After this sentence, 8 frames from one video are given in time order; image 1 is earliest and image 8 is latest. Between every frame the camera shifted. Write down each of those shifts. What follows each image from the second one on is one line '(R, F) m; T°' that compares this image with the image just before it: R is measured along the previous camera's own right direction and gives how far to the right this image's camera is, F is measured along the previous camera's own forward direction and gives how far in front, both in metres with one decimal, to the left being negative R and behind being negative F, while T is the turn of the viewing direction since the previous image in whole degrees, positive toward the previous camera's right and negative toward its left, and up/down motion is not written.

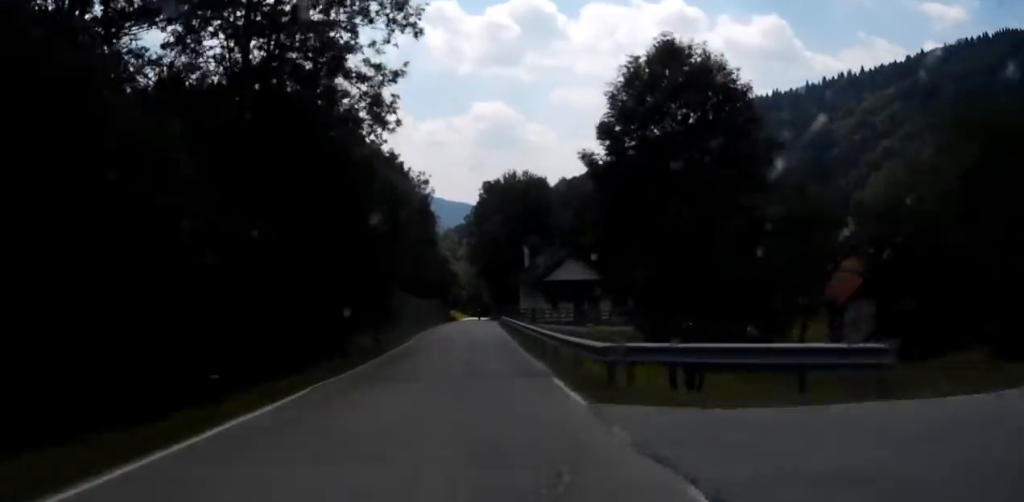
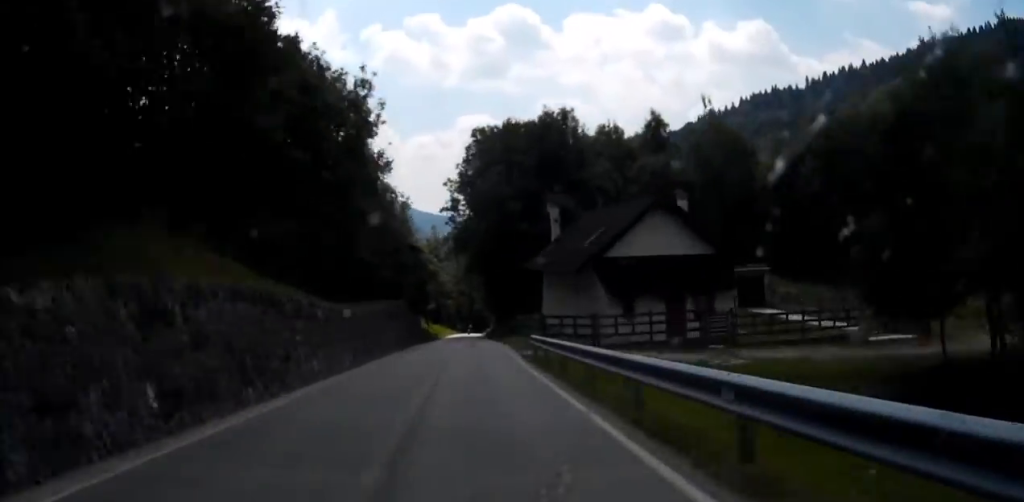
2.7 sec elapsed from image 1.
(+0.1, +38.3) m; 0°
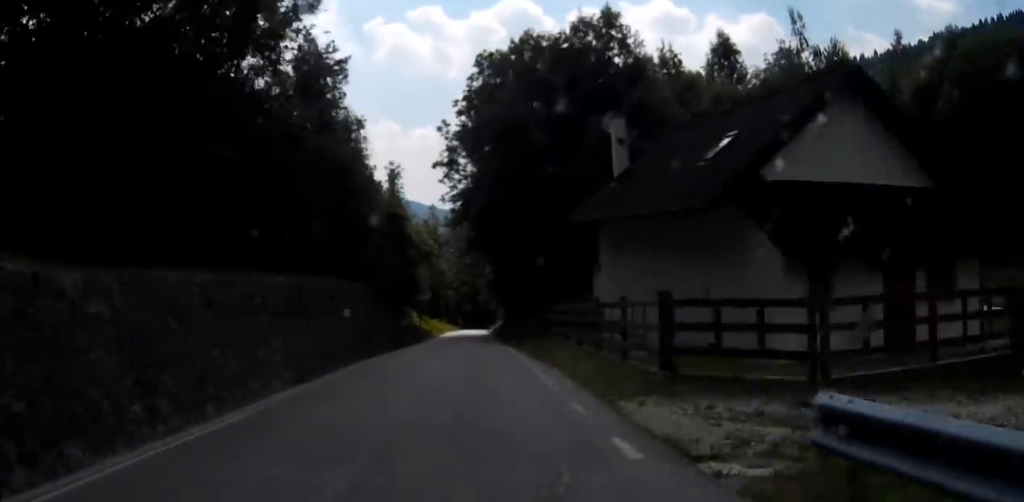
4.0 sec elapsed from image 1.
(0.0, +20.2) m; 0°
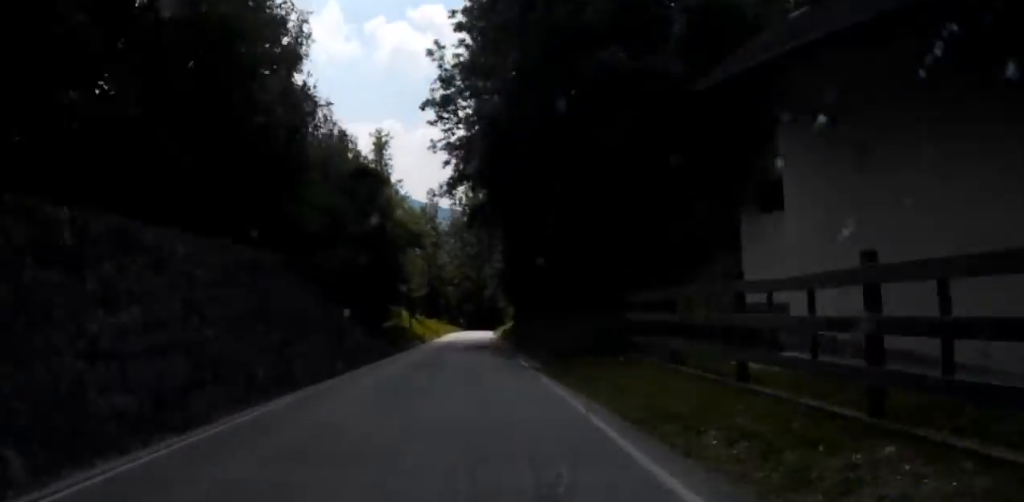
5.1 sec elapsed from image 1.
(0.0, +16.3) m; 0°
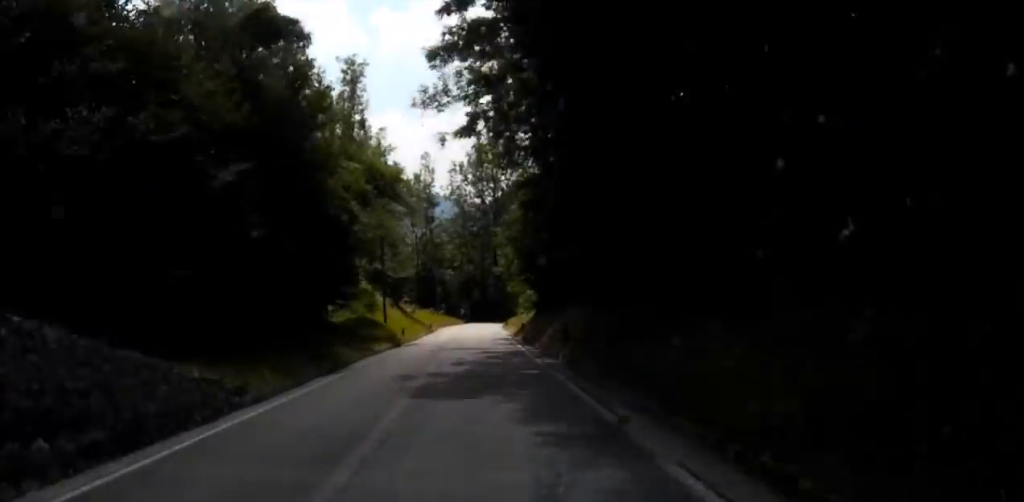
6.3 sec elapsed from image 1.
(-0.1, +19.4) m; 0°
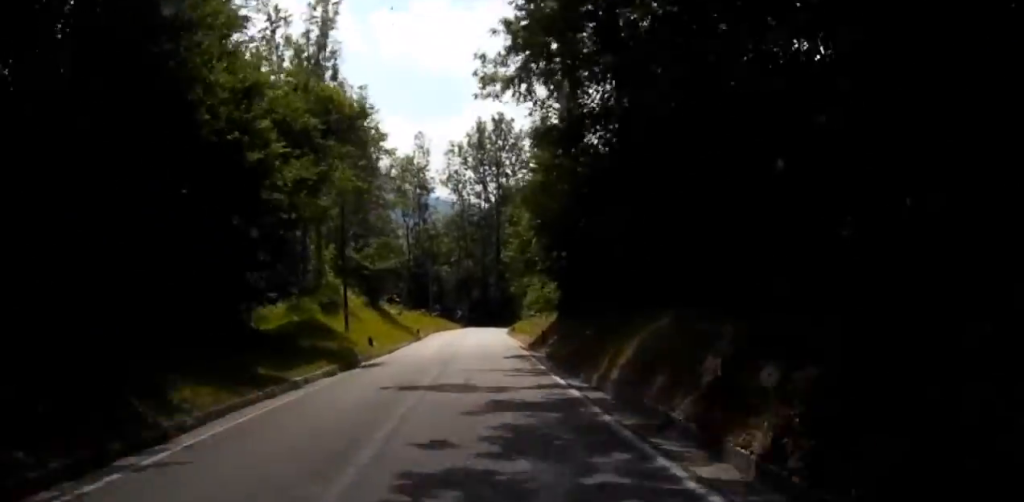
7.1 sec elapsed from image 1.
(0.0, +12.1) m; 0°
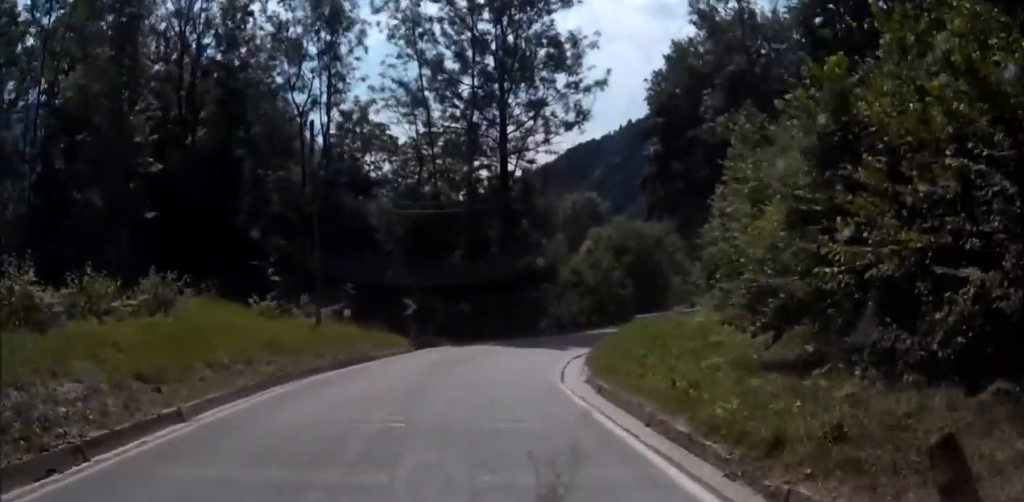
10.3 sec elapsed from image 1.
(+0.8, +45.2) m; +9°
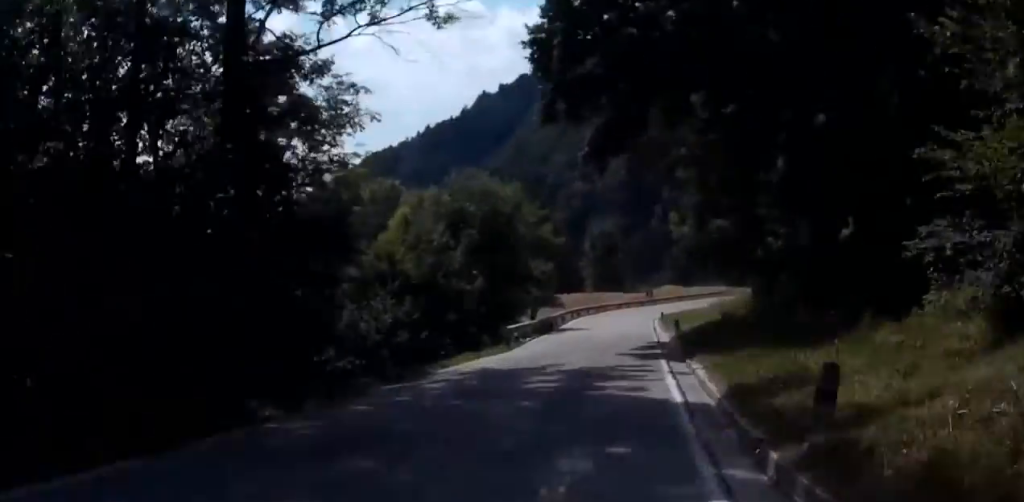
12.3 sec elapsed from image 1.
(+3.2, +24.0) m; +13°
